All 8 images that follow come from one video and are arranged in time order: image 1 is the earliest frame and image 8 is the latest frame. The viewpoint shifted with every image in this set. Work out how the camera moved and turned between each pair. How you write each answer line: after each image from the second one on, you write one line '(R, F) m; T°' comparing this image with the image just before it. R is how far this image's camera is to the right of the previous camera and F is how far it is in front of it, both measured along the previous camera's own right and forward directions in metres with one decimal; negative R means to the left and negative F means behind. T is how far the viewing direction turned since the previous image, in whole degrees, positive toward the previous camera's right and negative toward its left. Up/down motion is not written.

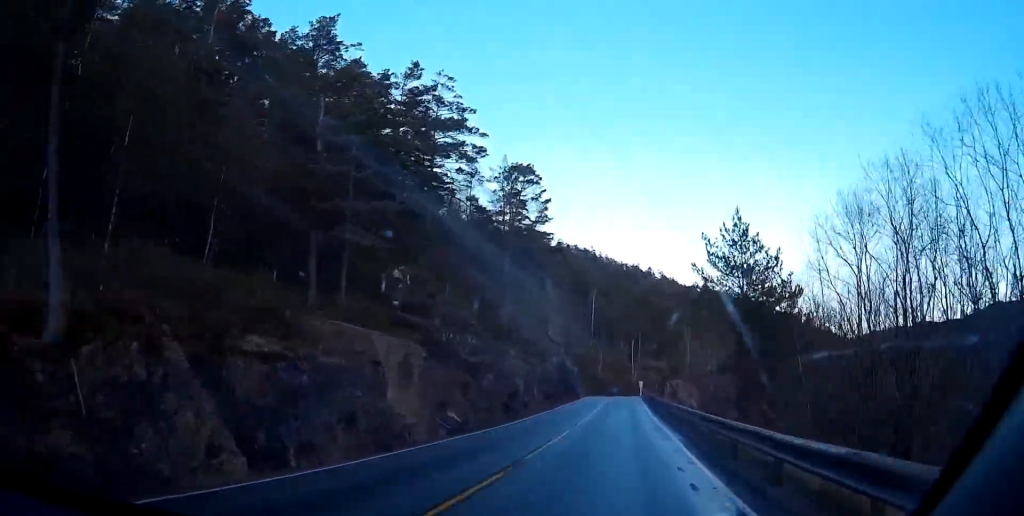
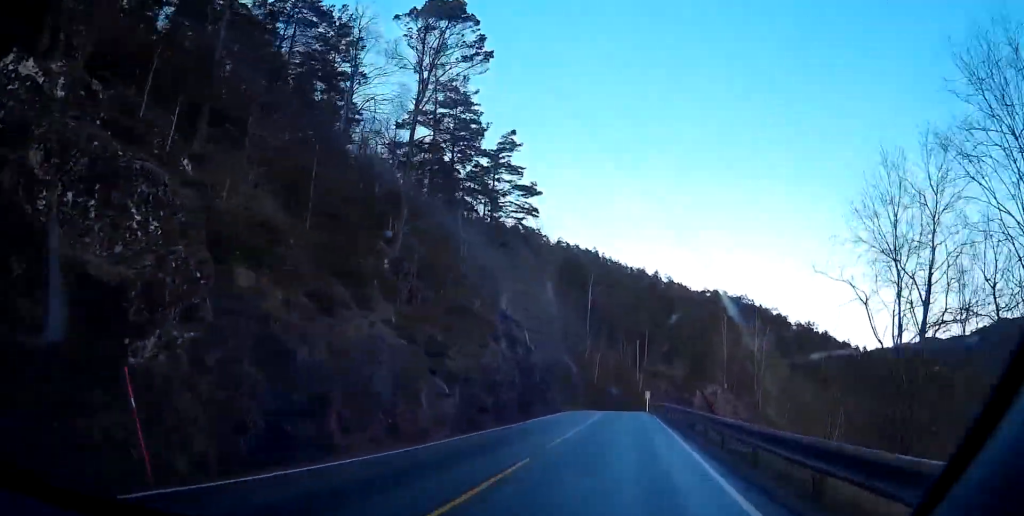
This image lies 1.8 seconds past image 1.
(+0.2, +33.5) m; 0°
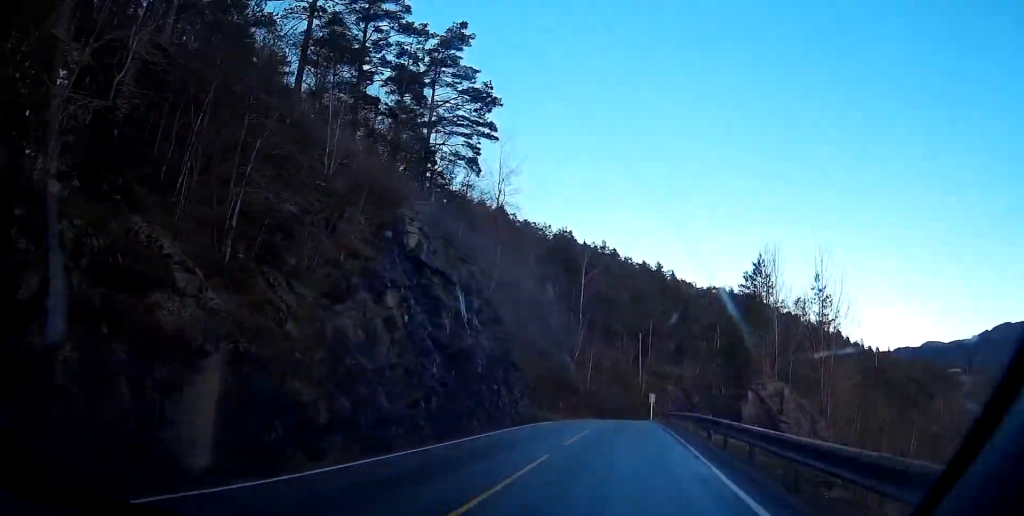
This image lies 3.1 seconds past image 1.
(-0.6, +22.5) m; -3°
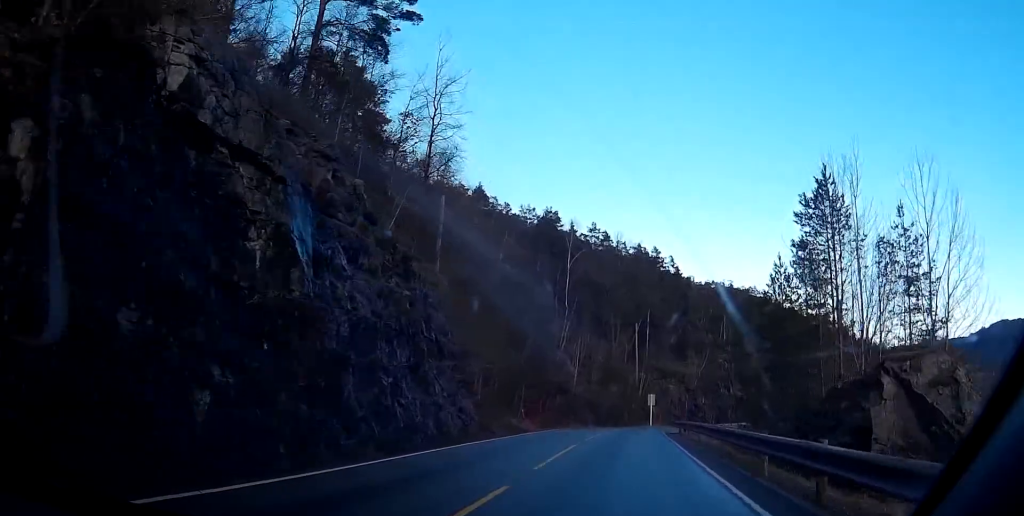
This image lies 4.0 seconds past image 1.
(-0.2, +17.4) m; 0°
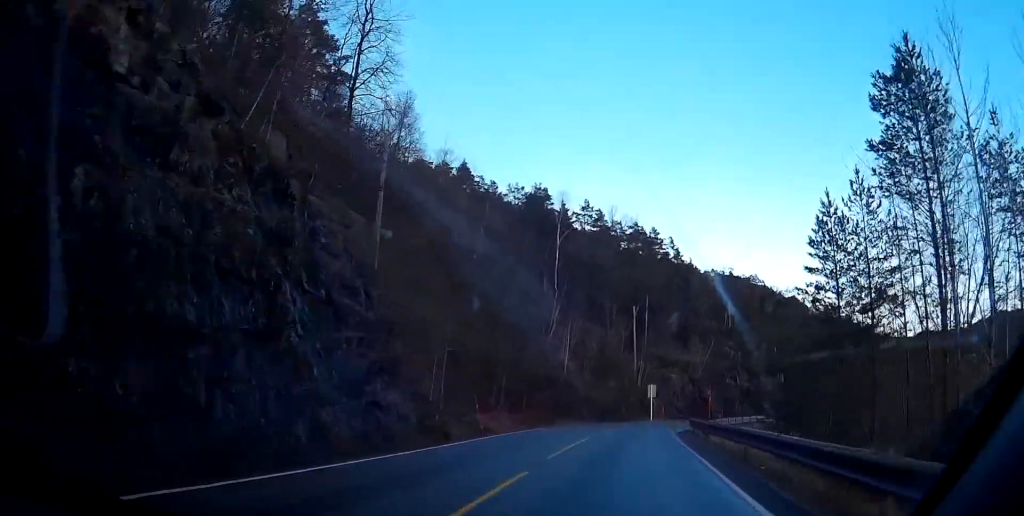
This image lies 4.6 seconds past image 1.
(+0.1, +10.6) m; +2°
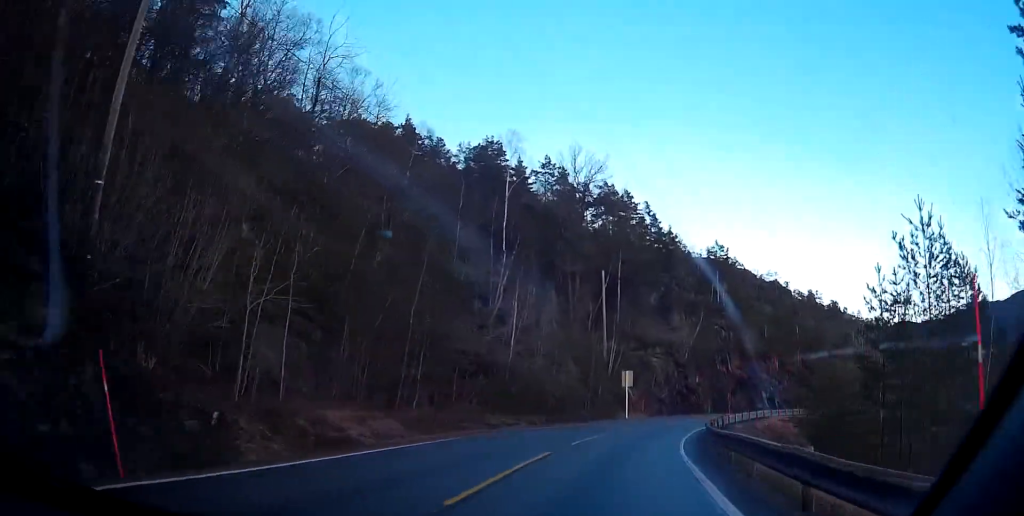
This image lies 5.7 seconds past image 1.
(+0.8, +18.7) m; +6°
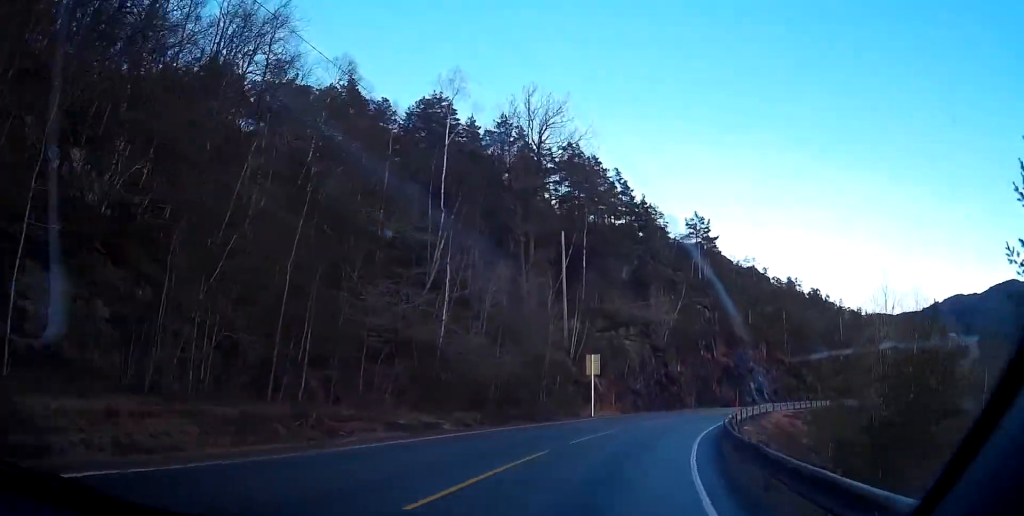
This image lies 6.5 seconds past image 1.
(+0.8, +13.0) m; +3°
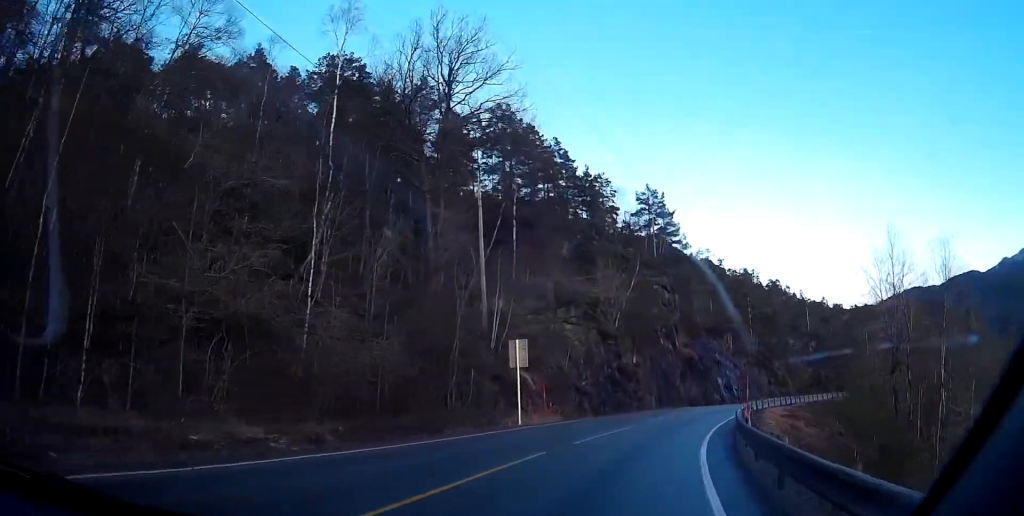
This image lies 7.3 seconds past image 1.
(0.0, +12.8) m; 0°
